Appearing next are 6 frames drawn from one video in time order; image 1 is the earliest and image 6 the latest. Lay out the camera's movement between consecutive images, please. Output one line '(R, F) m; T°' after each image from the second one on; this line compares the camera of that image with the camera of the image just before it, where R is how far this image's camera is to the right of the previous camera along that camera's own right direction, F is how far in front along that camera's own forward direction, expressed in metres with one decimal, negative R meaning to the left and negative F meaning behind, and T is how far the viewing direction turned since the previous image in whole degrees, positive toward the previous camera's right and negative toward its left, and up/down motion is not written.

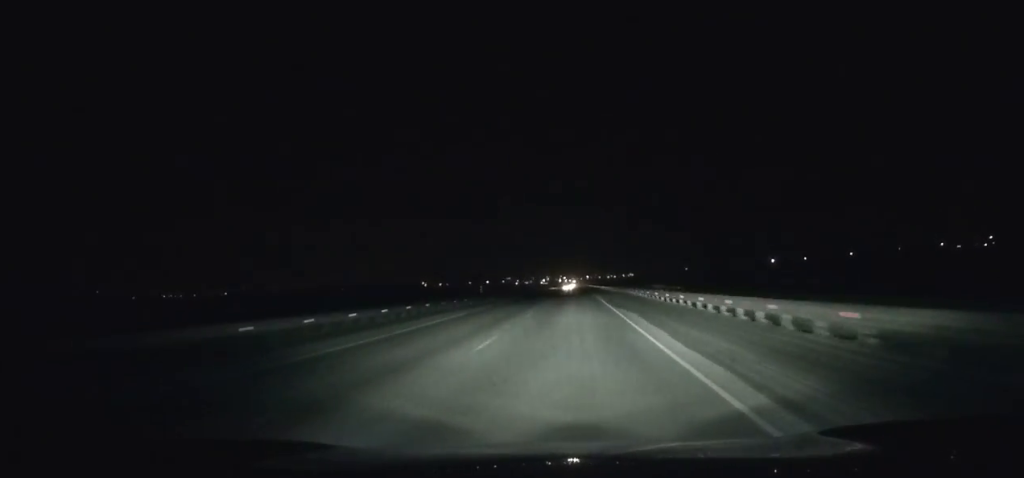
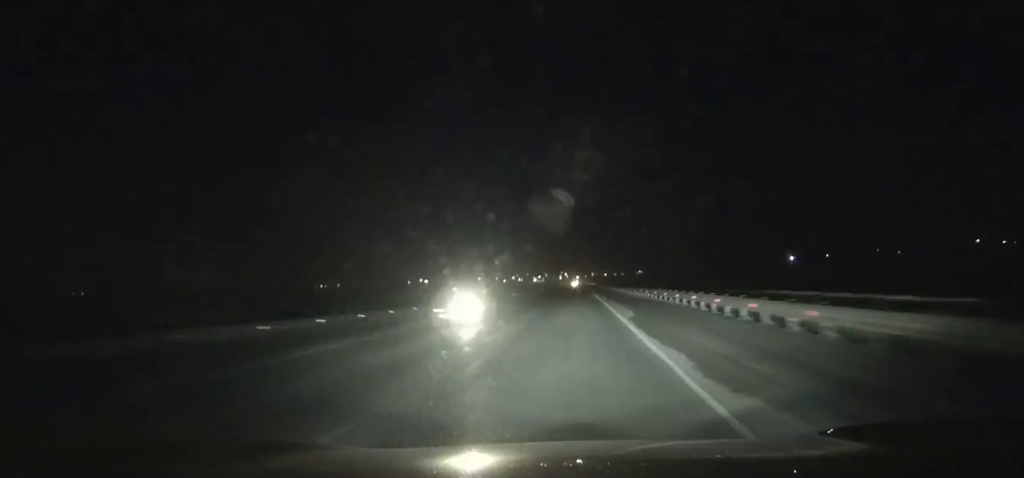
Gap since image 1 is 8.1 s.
(+1.6, +188.3) m; +1°
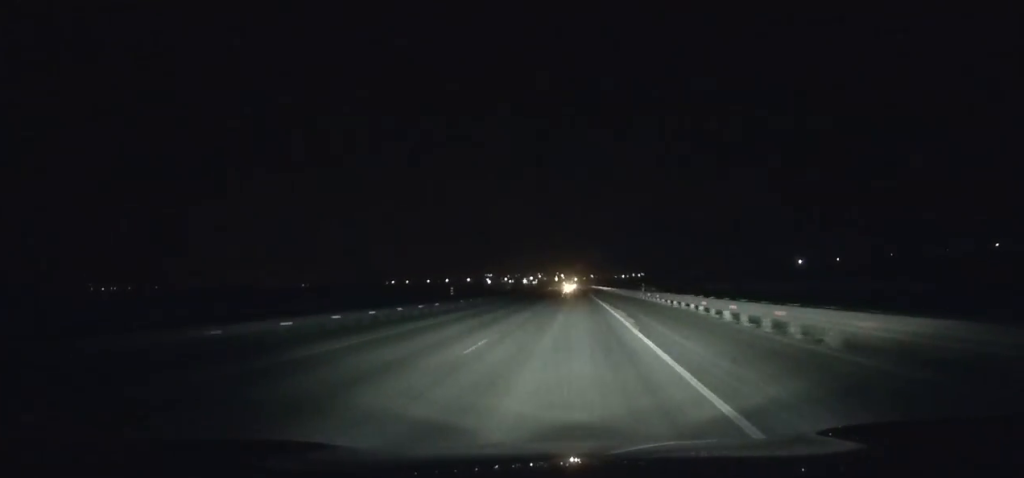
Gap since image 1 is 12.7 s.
(-0.1, +109.6) m; 0°
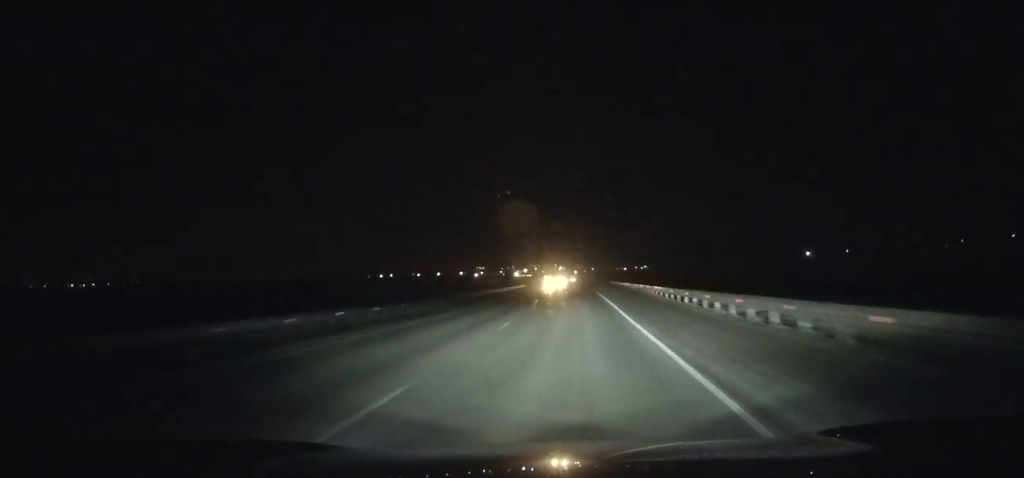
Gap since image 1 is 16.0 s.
(-0.2, +79.3) m; 0°
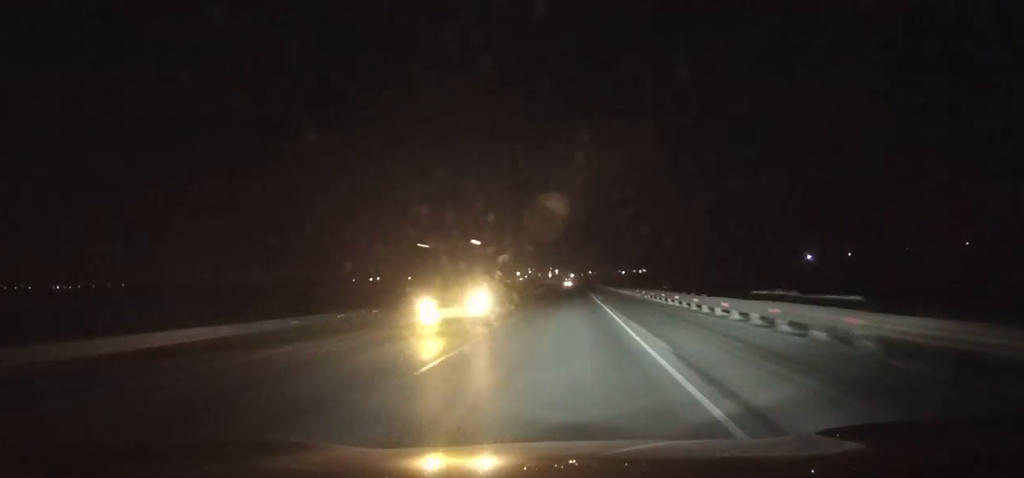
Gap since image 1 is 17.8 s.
(-0.1, +43.4) m; 0°
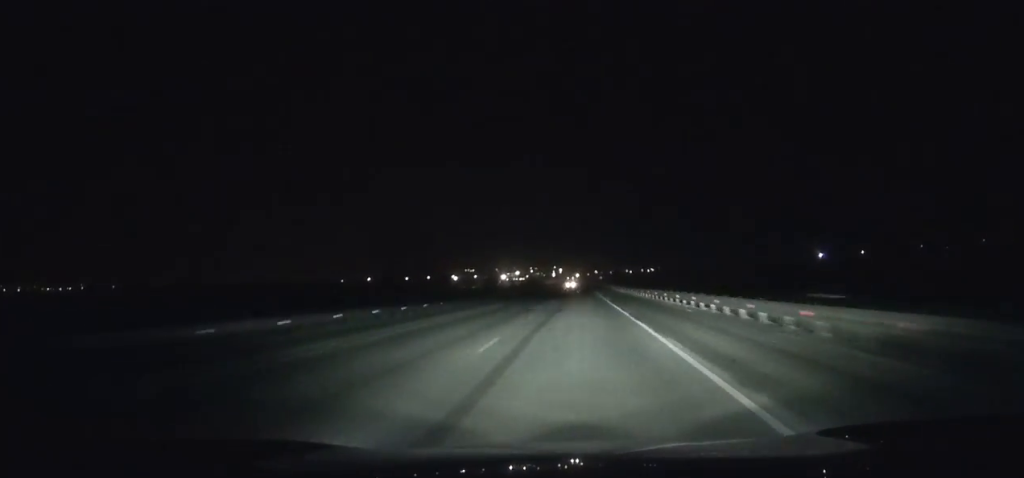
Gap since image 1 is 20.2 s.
(-0.4, +58.0) m; 0°
